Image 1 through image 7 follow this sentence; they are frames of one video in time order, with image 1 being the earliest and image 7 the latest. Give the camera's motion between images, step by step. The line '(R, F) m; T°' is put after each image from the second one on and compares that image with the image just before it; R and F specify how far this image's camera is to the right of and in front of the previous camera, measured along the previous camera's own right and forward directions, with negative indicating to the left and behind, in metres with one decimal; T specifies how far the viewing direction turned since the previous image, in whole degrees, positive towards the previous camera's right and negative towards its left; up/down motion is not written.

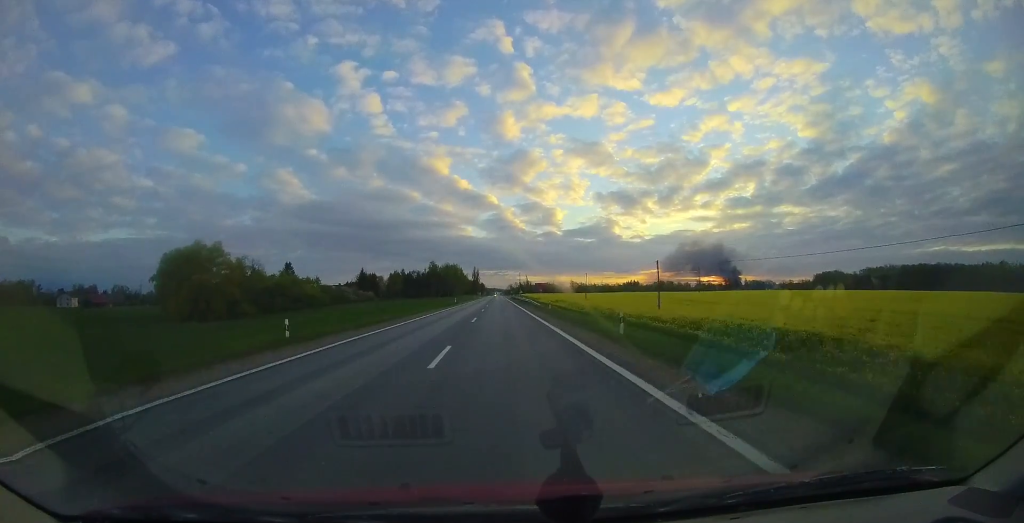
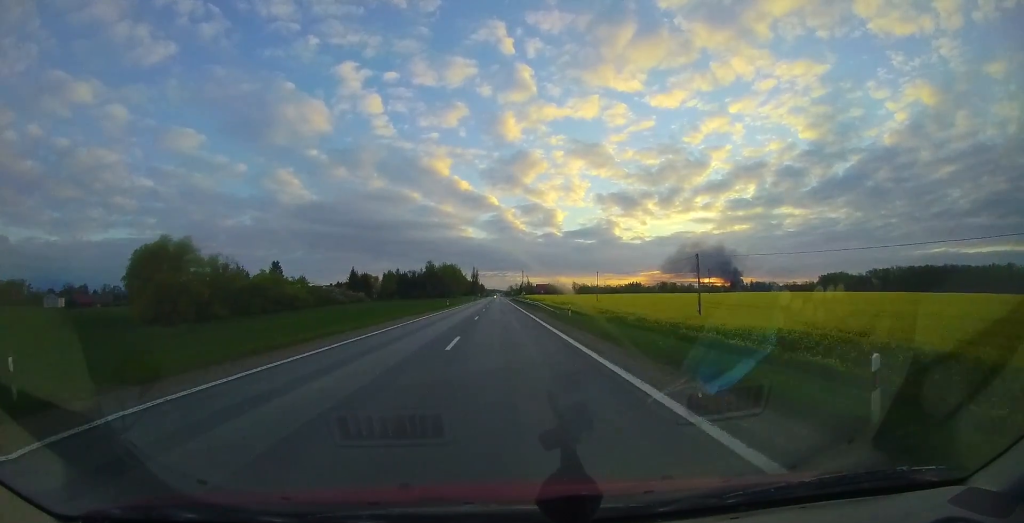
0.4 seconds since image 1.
(0.0, +9.2) m; 0°
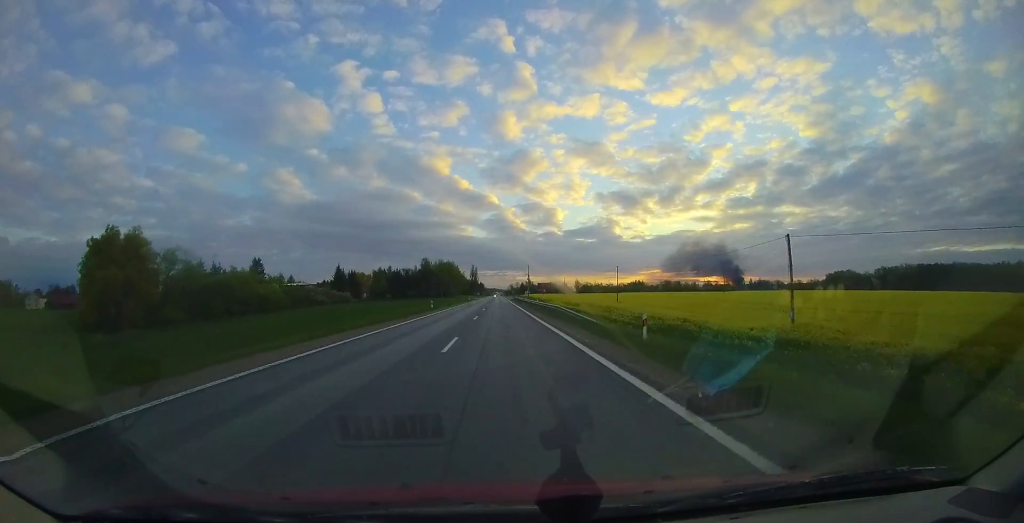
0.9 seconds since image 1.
(+0.1, +11.9) m; 0°
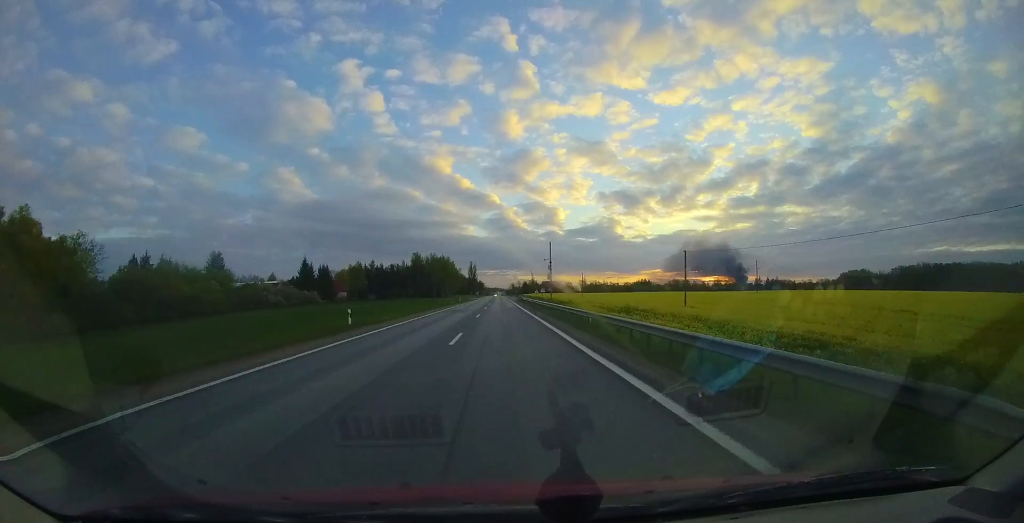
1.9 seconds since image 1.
(-0.1, +22.6) m; -1°
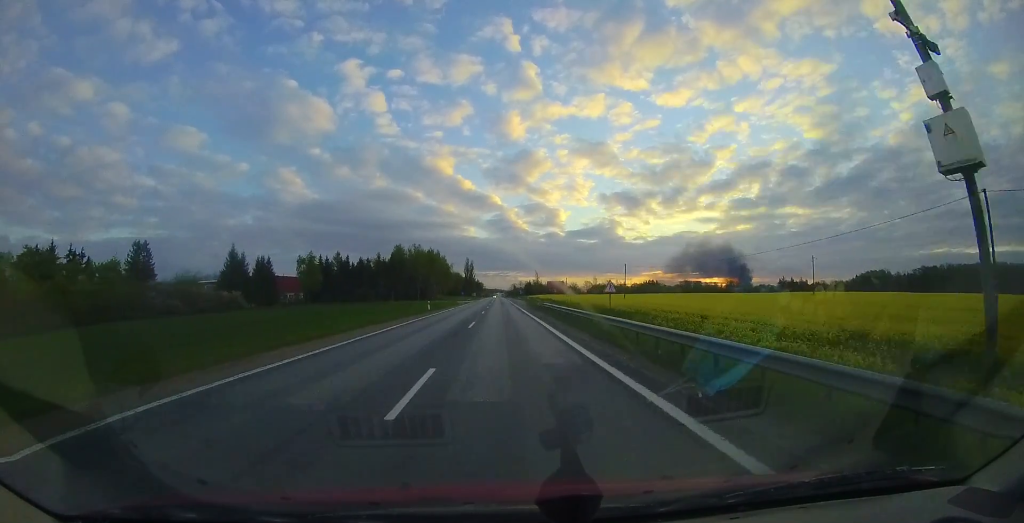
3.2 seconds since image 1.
(-0.1, +29.7) m; 0°
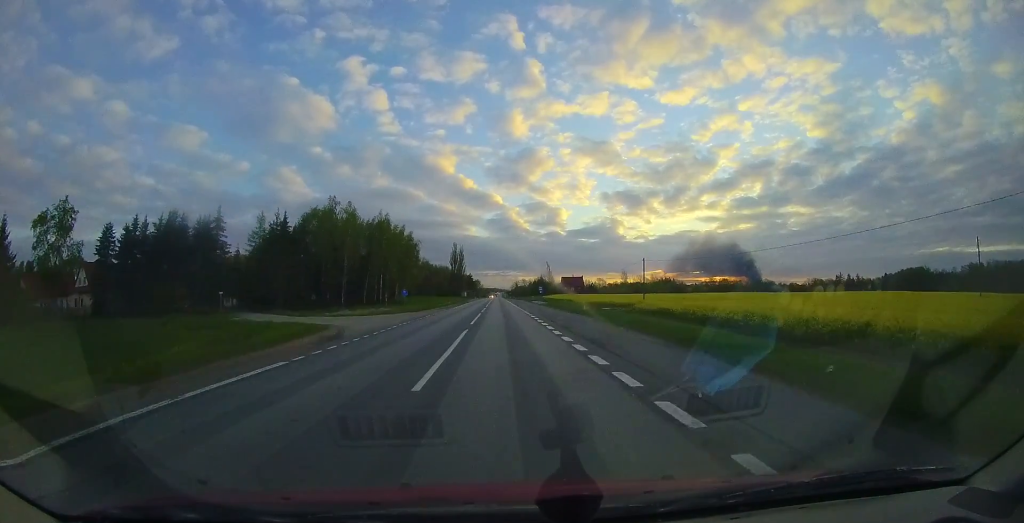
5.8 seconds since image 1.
(+0.8, +58.1) m; +1°
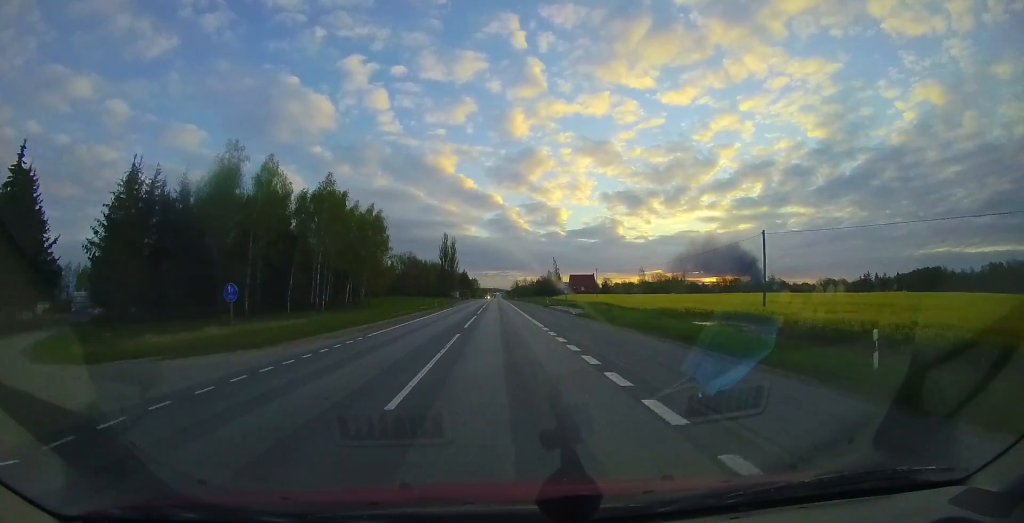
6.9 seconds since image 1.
(0.0, +25.0) m; 0°
